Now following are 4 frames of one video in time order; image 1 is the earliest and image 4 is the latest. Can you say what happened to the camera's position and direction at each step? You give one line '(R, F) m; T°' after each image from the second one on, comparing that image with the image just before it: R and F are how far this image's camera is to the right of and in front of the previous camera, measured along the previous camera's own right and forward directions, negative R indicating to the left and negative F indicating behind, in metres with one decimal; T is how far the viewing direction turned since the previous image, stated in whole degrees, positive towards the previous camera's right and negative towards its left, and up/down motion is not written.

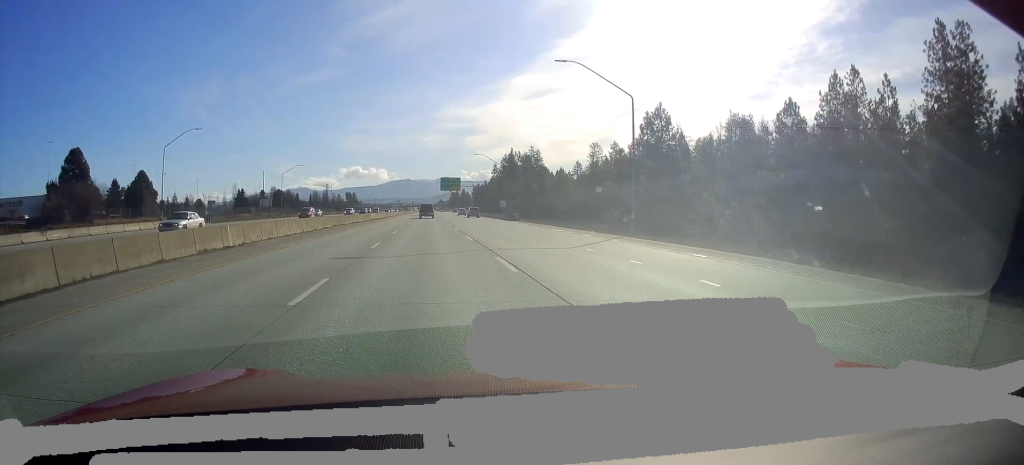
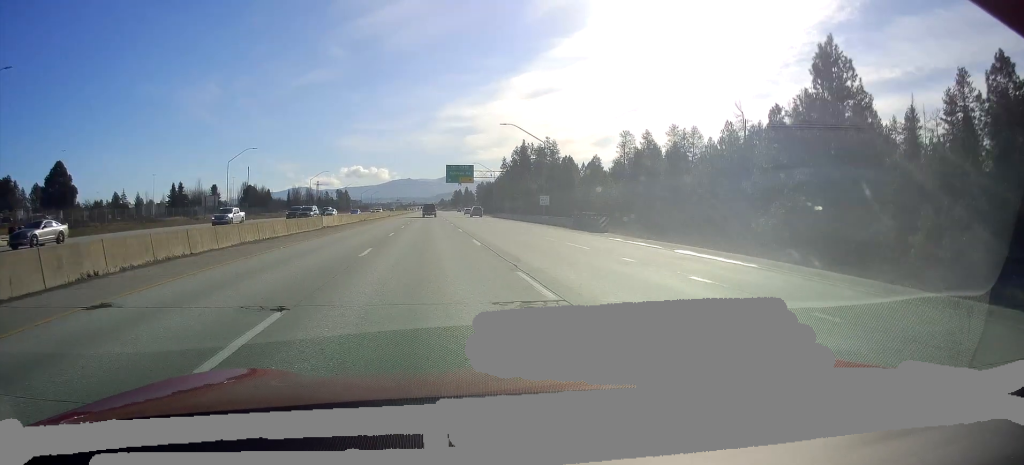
(+0.5, +39.9) m; +2°
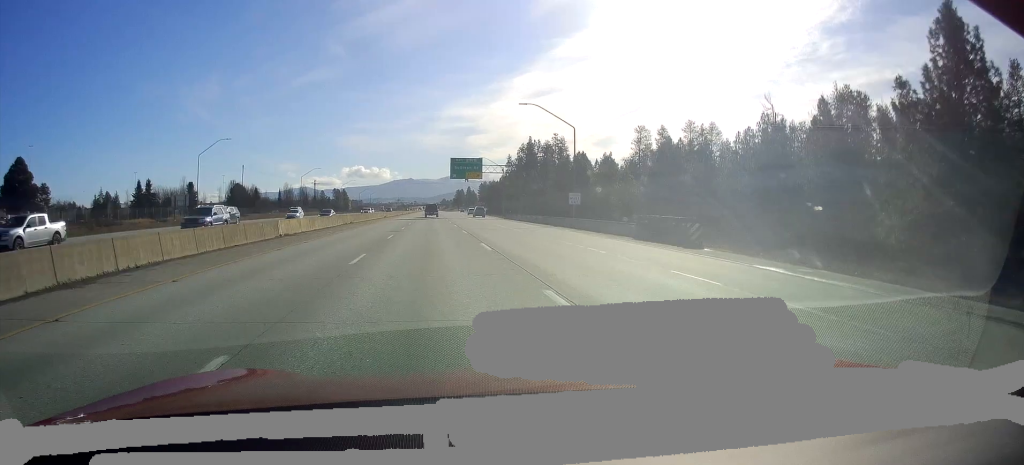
(+0.2, +14.9) m; 0°
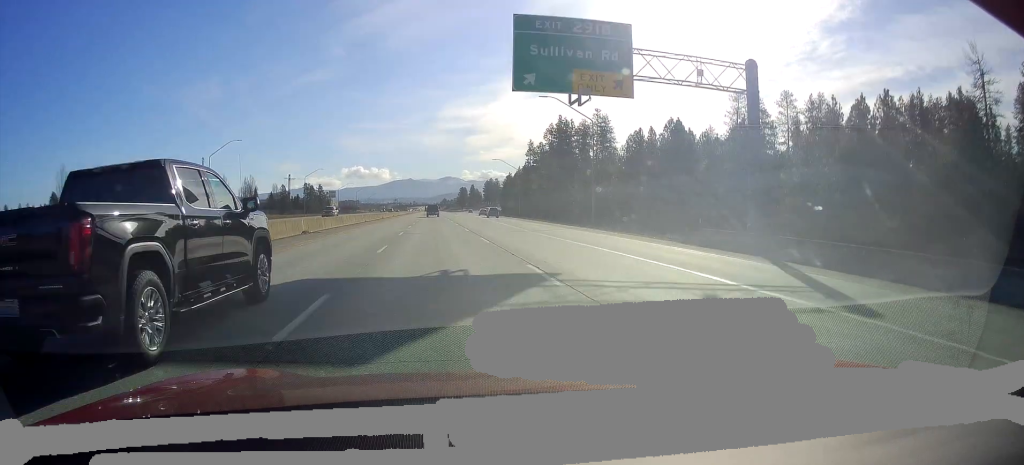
(-1.1, +68.8) m; -2°
